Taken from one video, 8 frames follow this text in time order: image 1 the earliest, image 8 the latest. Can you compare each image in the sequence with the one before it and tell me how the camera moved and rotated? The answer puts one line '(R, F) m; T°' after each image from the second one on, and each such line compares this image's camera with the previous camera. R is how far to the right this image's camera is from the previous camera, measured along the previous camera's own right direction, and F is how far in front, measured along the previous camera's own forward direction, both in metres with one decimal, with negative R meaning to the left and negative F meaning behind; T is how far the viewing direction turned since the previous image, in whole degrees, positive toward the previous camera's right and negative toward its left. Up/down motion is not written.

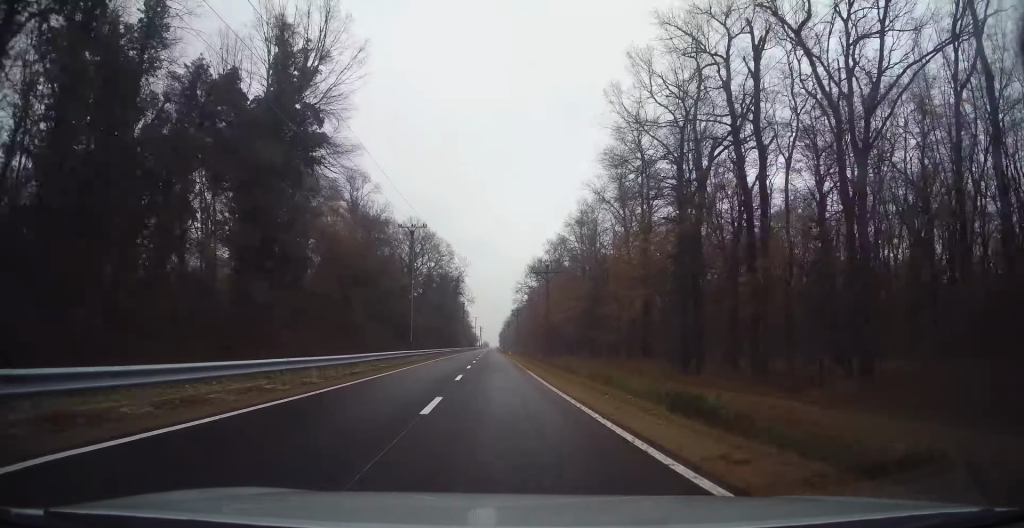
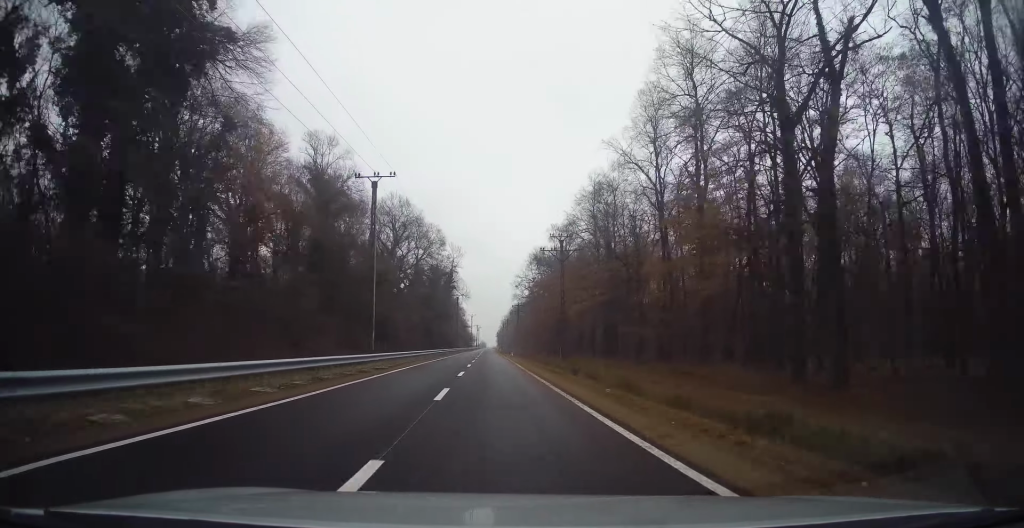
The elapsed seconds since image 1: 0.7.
(-0.1, +15.3) m; +1°
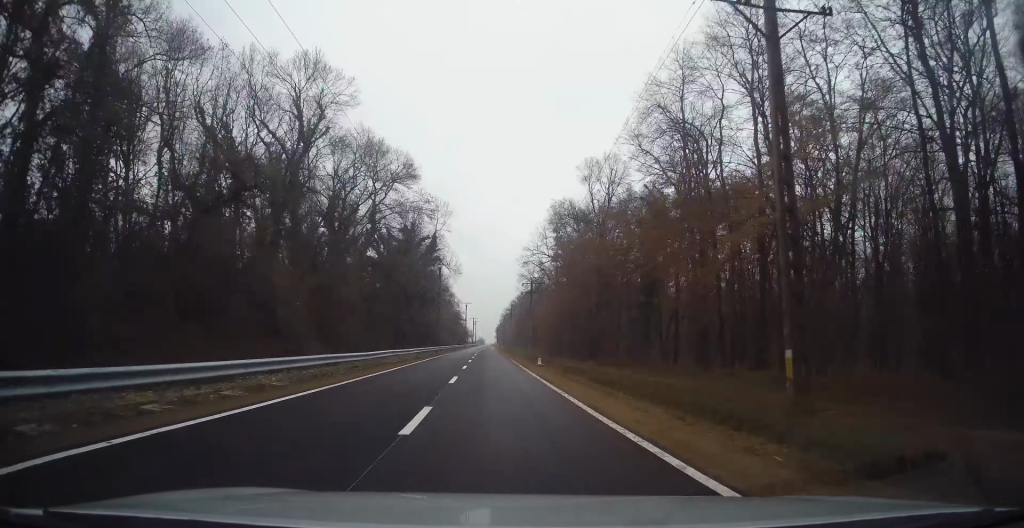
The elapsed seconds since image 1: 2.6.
(0.0, +40.4) m; -1°
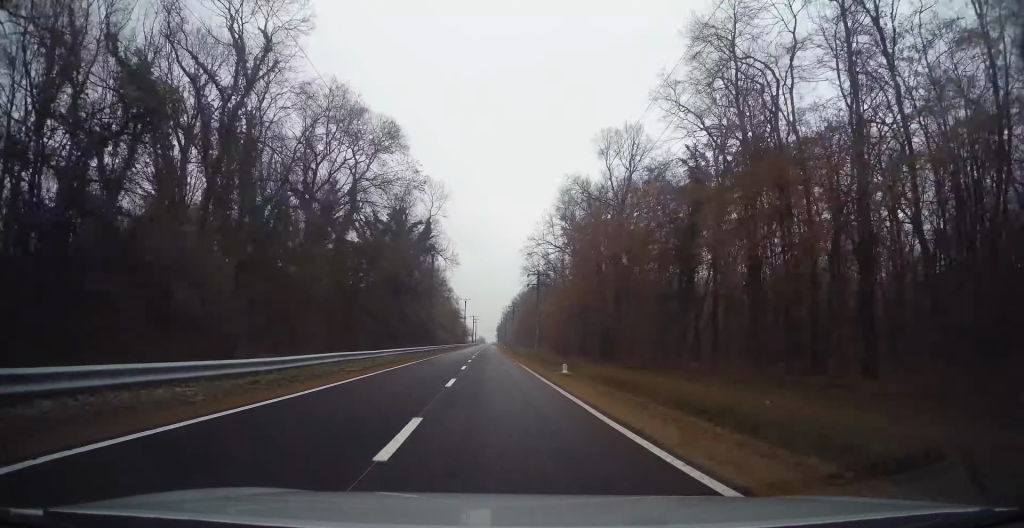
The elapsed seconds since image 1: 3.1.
(0.0, +11.2) m; 0°
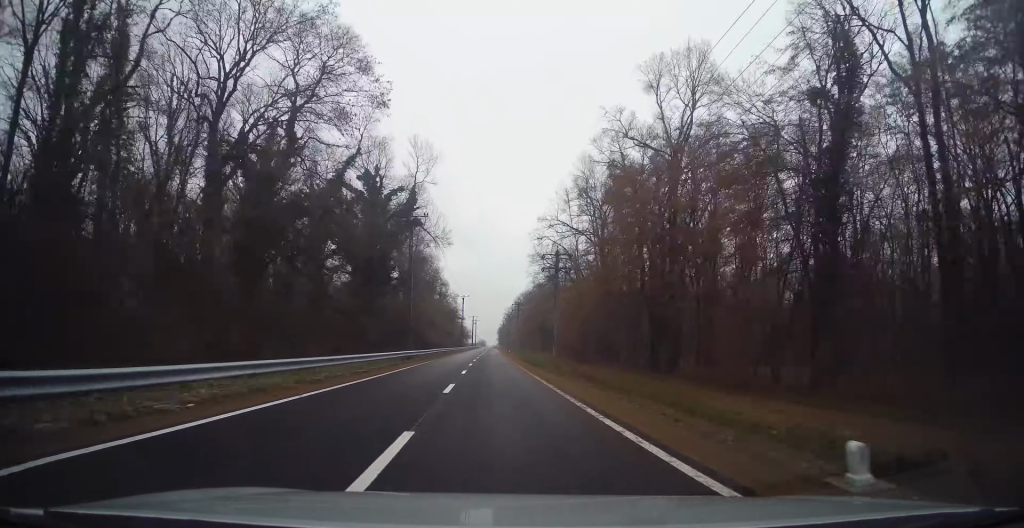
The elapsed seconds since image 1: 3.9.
(0.0, +19.4) m; 0°
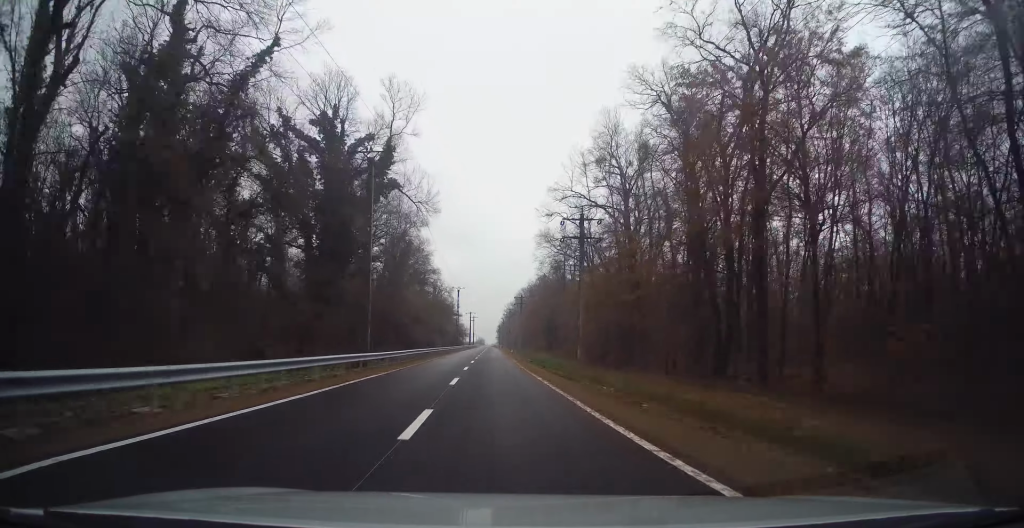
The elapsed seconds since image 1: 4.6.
(-0.1, +15.5) m; +1°
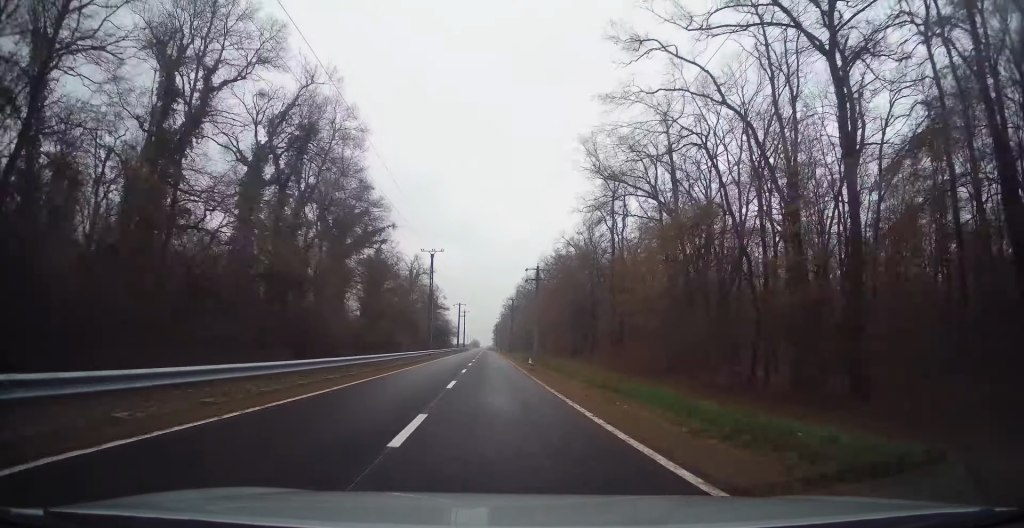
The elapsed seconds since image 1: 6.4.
(+0.3, +45.6) m; 0°
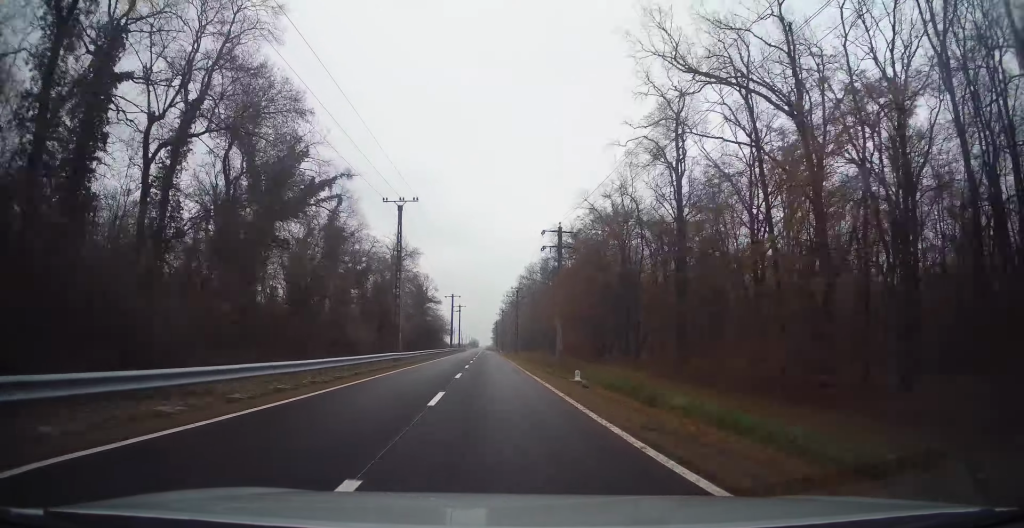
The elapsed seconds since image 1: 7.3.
(+0.1, +23.2) m; 0°
